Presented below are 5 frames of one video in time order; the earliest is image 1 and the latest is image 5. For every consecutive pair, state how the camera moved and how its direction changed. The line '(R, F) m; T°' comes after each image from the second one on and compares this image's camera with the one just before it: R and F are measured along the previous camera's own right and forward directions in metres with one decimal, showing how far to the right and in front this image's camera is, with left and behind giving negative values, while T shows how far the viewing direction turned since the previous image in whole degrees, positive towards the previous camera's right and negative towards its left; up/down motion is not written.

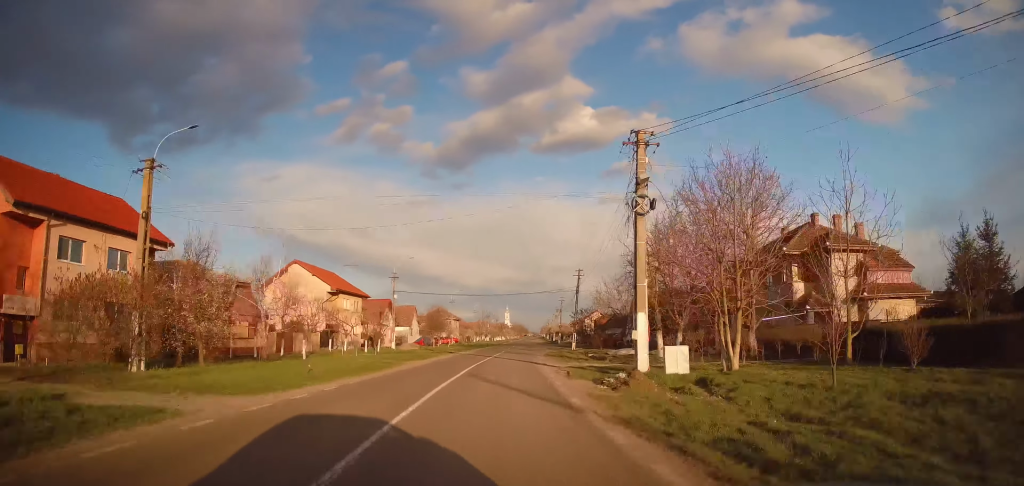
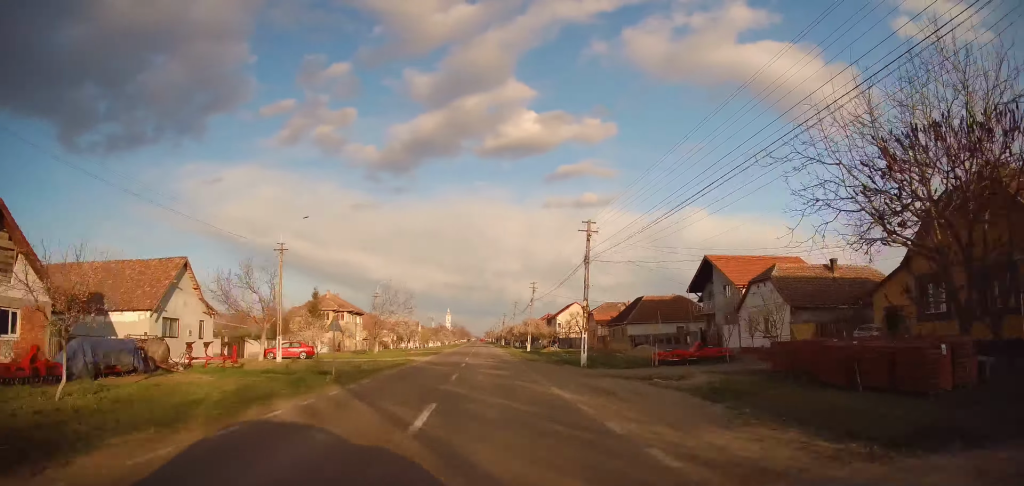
(+4.5, +60.5) m; +7°
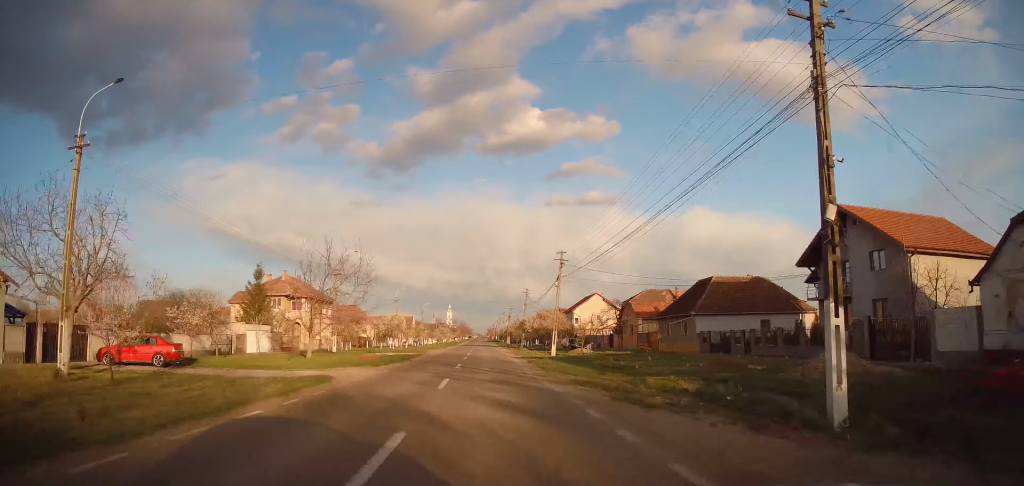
(+0.4, +21.4) m; +1°
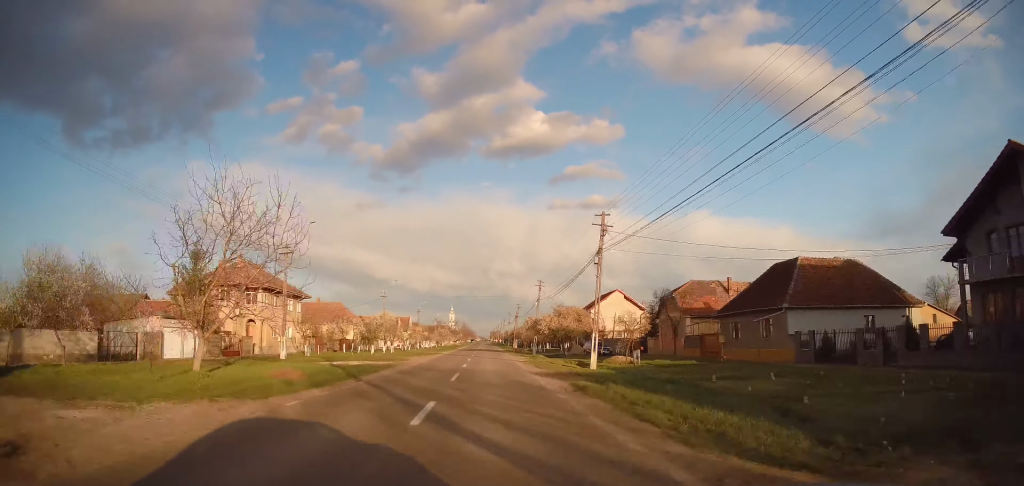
(0.0, +14.3) m; 0°
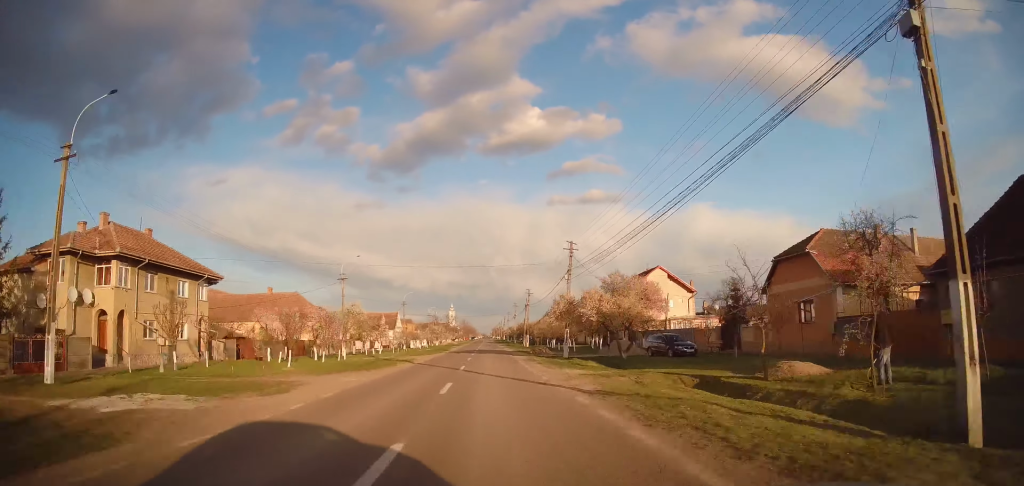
(0.0, +22.5) m; +1°
